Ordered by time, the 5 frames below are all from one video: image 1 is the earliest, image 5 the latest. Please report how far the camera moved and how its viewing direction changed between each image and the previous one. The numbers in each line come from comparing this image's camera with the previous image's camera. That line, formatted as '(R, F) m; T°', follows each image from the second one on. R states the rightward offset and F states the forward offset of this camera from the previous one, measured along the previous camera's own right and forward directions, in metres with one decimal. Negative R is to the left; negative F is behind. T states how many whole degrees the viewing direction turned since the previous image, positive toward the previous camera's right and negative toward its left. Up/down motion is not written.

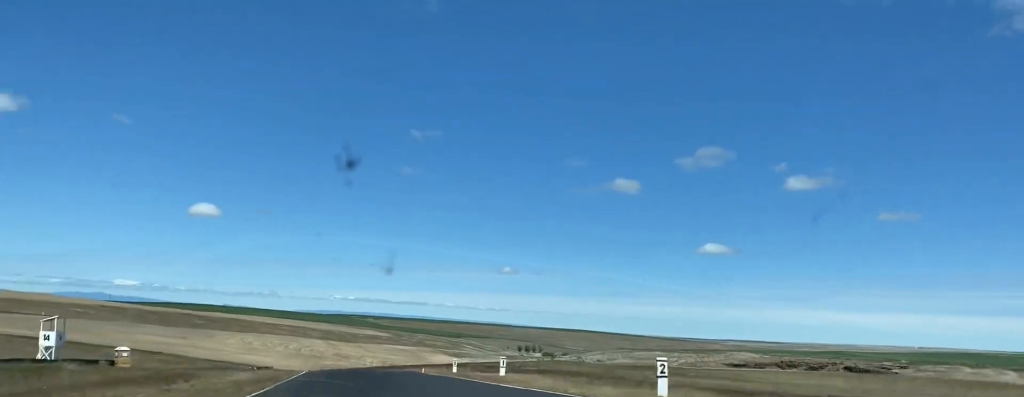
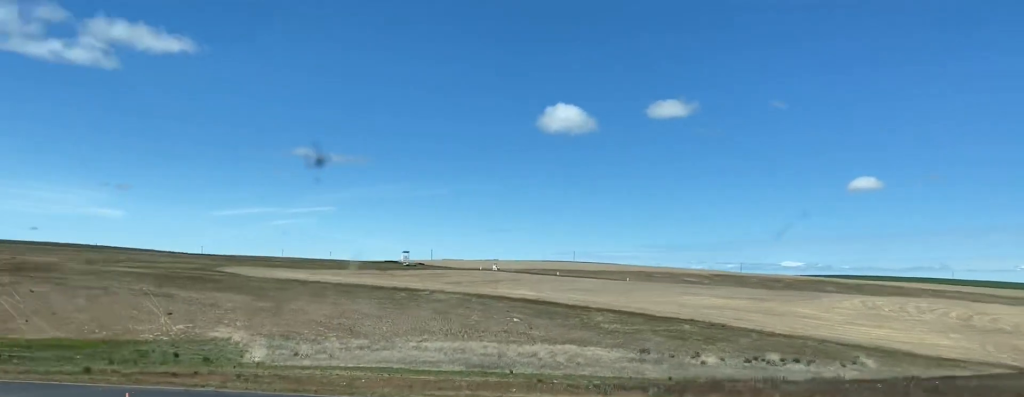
(-20.4, +119.2) m; -43°
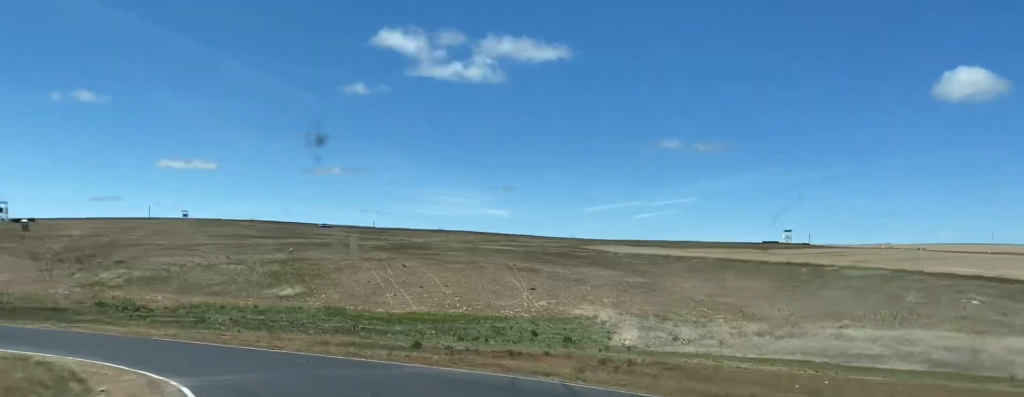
(-5.5, +21.8) m; -29°
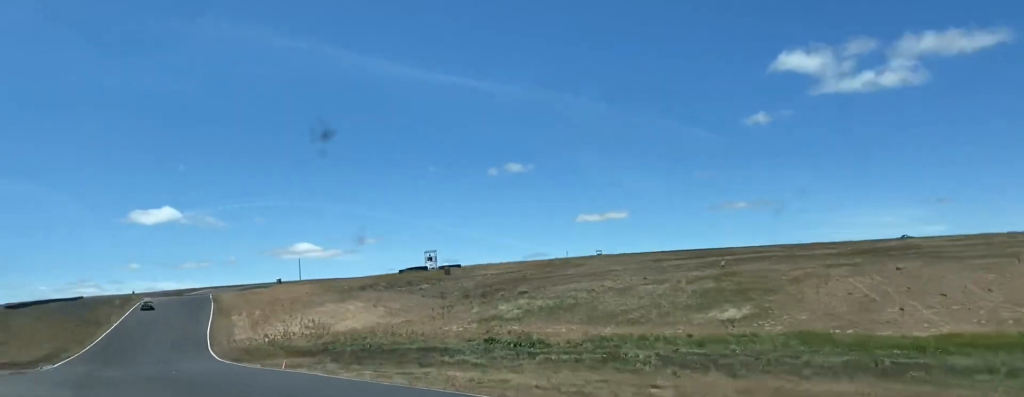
(-8.7, +27.6) m; -28°
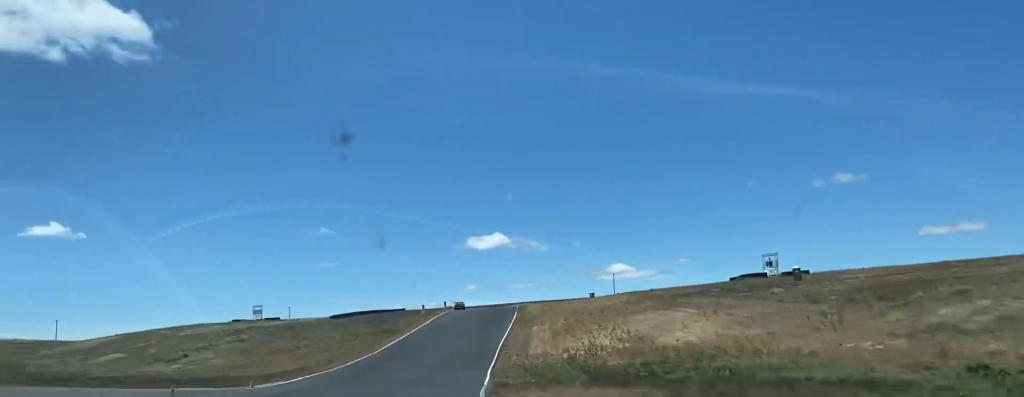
(-3.8, +25.9) m; -13°
